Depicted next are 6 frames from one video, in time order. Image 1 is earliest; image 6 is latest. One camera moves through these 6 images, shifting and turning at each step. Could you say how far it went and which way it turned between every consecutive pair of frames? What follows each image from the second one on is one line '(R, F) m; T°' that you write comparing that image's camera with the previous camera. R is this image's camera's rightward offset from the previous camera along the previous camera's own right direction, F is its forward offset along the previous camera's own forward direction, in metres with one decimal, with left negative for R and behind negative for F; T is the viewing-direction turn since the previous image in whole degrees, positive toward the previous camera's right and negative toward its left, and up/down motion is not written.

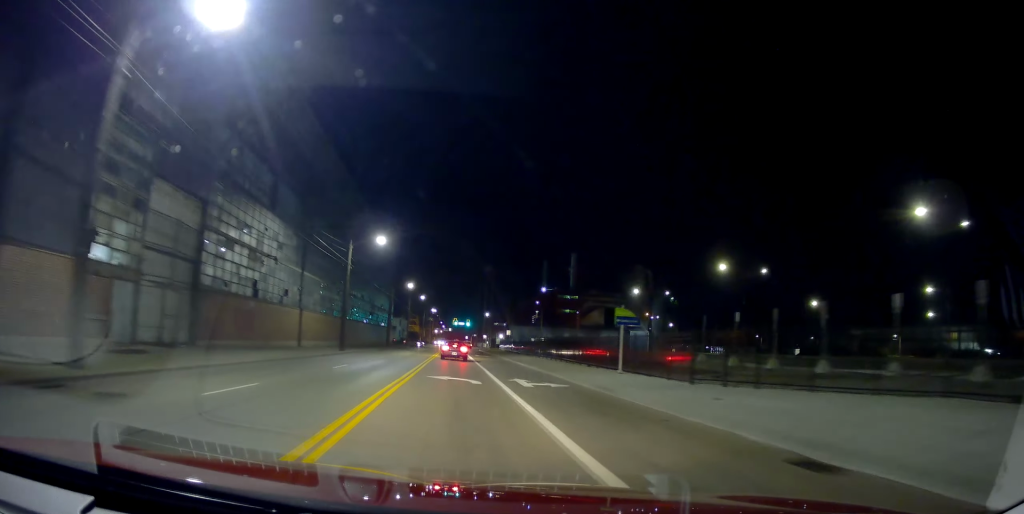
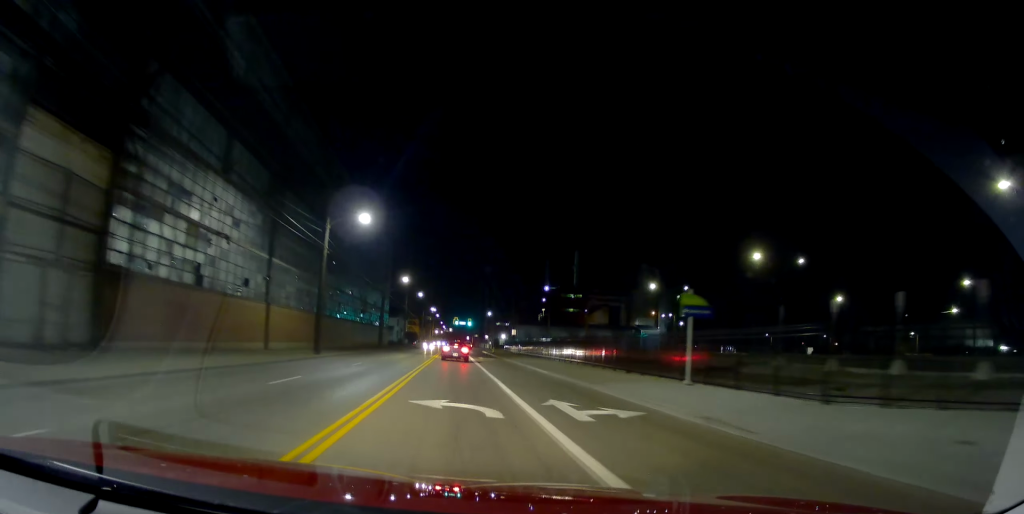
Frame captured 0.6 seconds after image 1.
(-0.2, +8.4) m; -1°
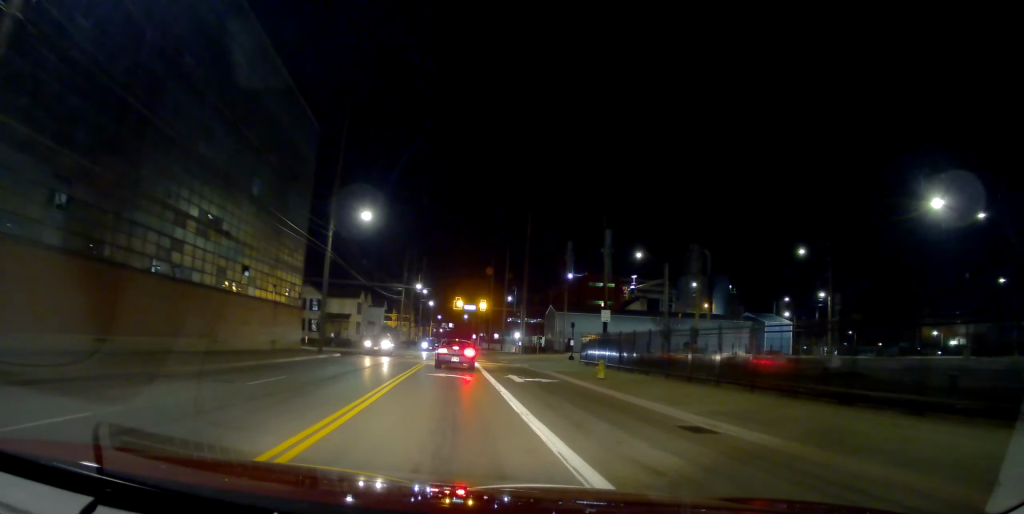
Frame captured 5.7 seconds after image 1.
(+0.5, +59.8) m; -2°
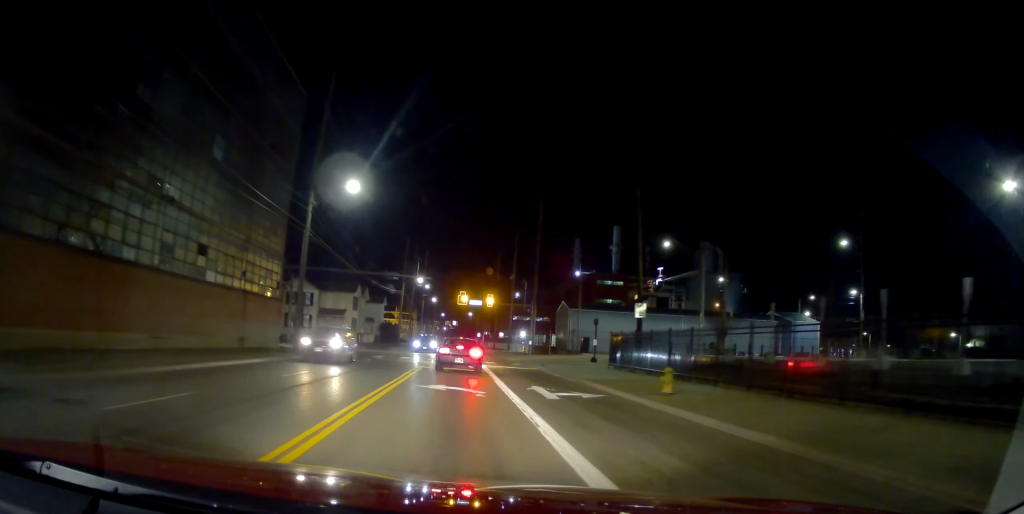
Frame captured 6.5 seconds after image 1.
(-0.3, +7.3) m; -2°
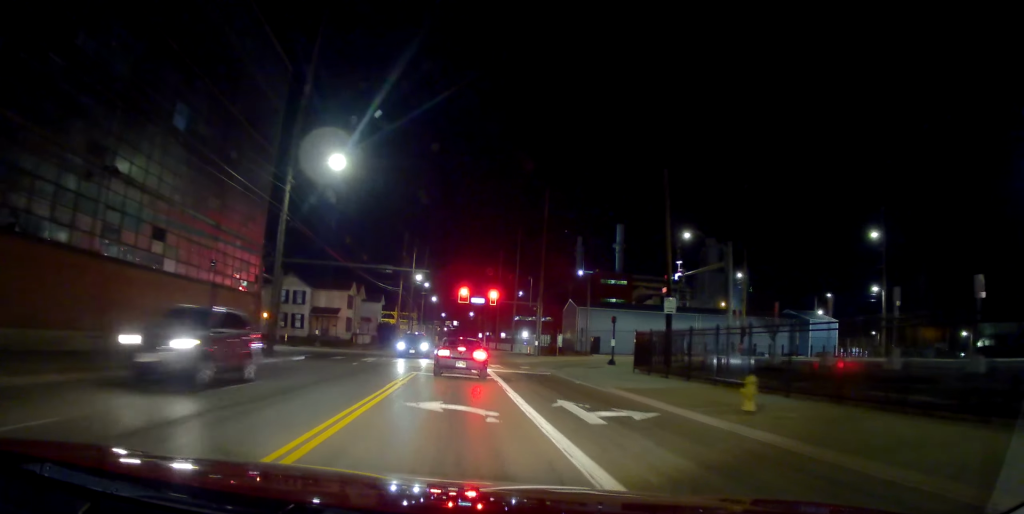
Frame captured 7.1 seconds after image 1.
(+0.1, +5.2) m; -1°
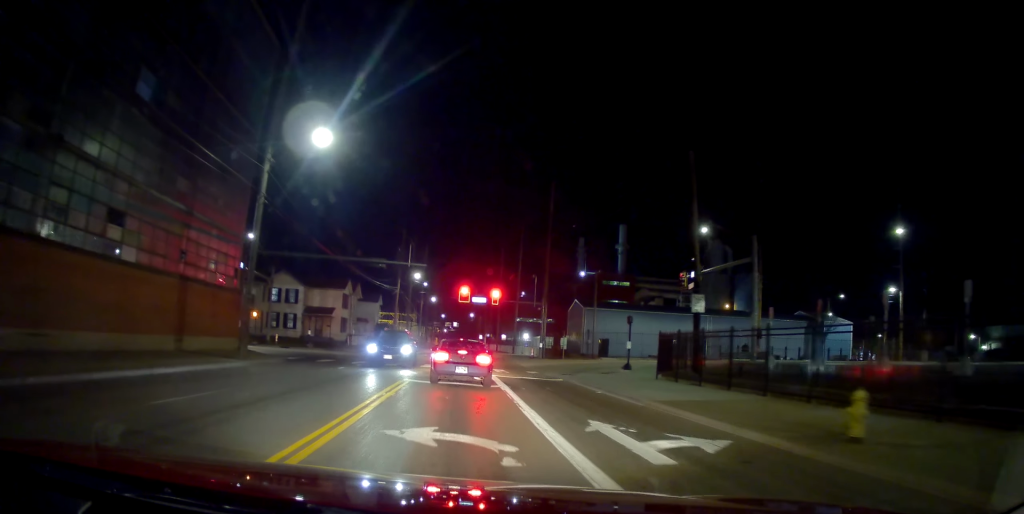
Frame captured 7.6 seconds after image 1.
(0.0, +4.3) m; -2°
